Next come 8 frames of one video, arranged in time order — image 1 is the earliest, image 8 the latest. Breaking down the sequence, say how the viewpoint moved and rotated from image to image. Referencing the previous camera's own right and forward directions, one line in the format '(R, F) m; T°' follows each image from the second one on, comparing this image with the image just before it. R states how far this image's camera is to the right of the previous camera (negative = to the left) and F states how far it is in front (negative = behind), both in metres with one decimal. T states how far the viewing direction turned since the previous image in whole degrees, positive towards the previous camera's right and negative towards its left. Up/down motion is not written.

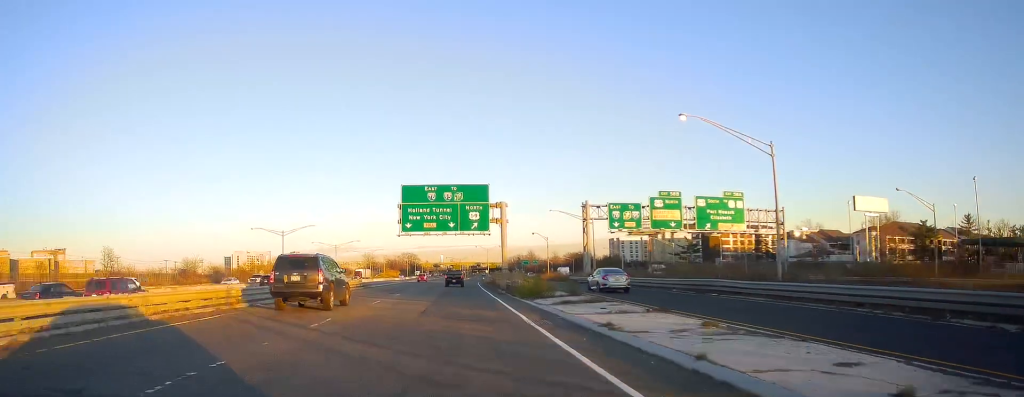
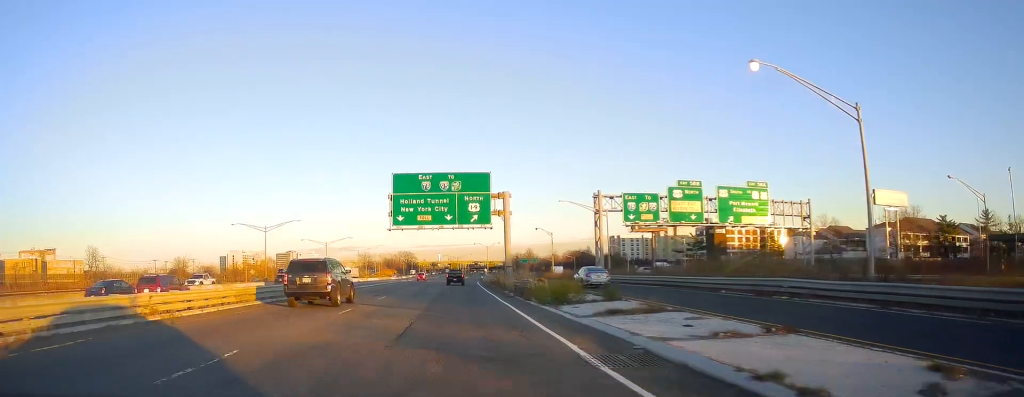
(0.0, +6.9) m; 0°
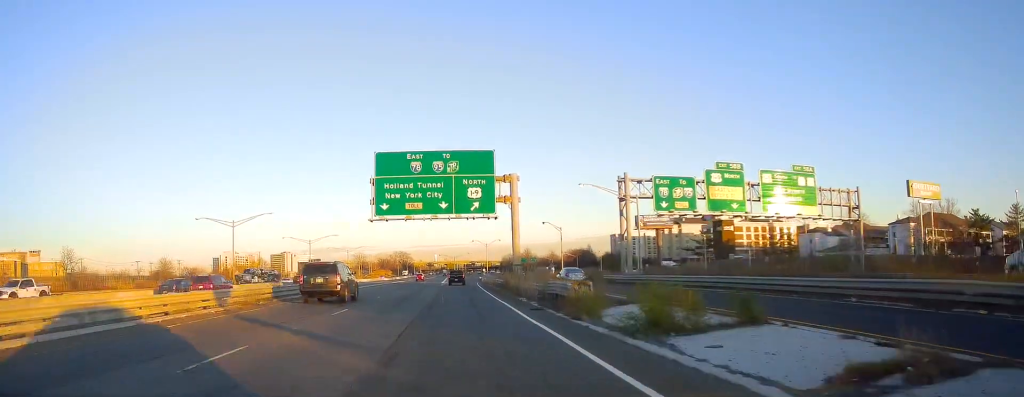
(0.0, +10.9) m; 0°
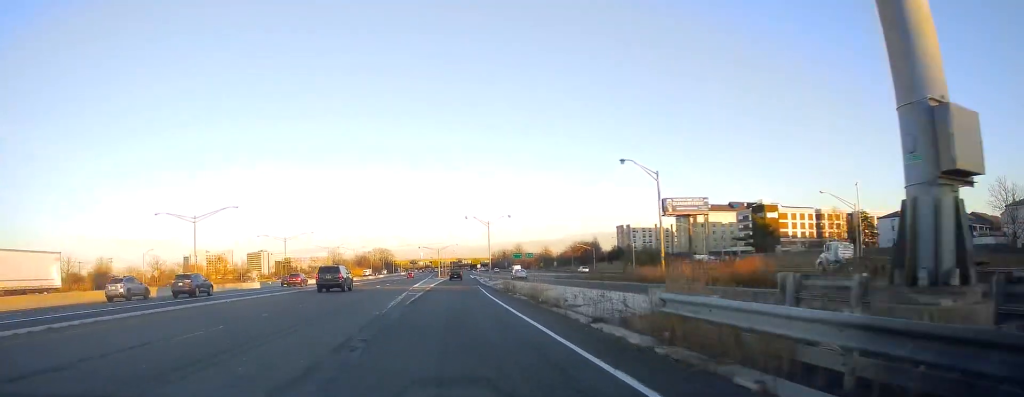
(+0.4, +45.2) m; +2°
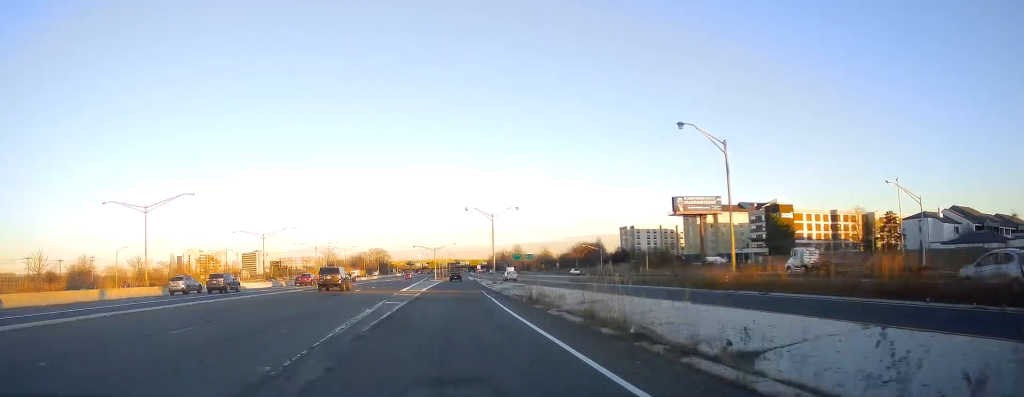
(+0.3, +11.0) m; 0°
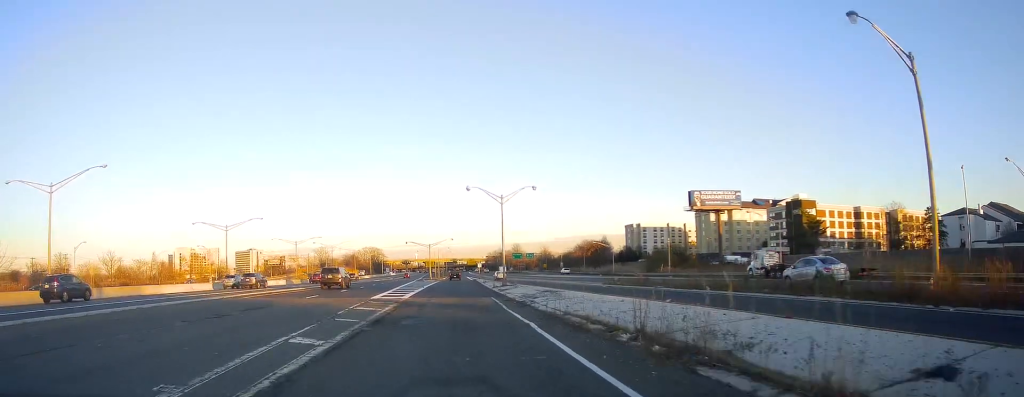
(-0.5, +14.4) m; 0°
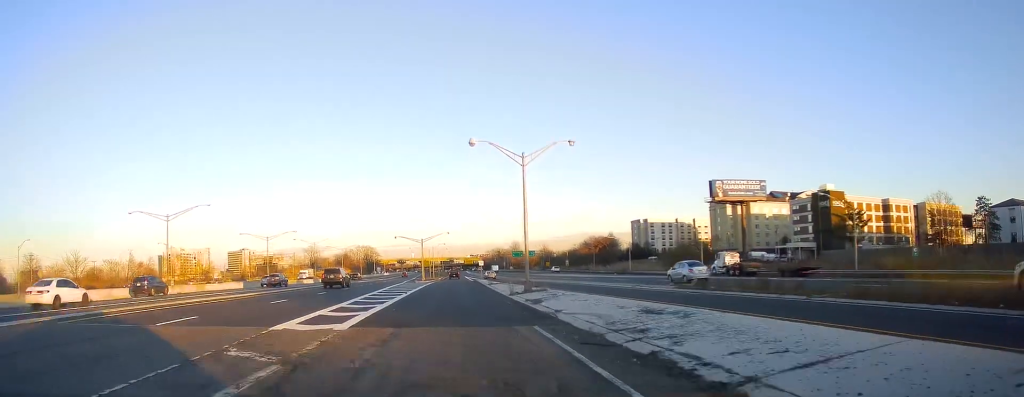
(+0.5, +16.5) m; +2°
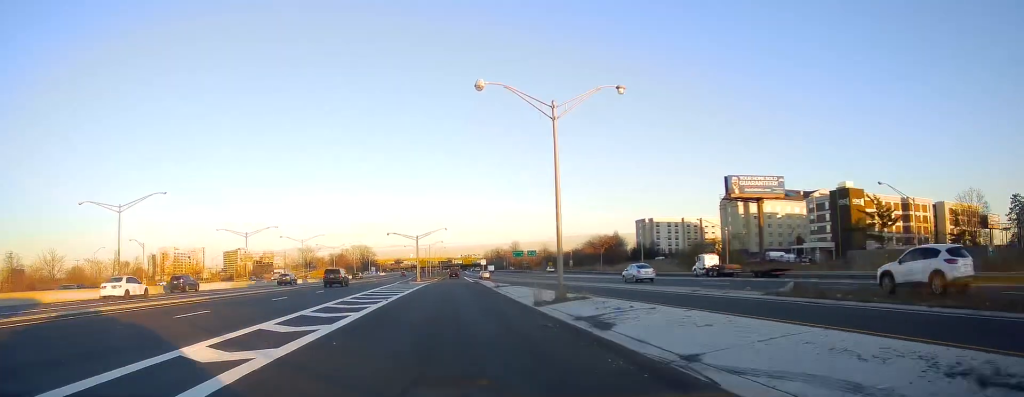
(0.0, +10.3) m; 0°
